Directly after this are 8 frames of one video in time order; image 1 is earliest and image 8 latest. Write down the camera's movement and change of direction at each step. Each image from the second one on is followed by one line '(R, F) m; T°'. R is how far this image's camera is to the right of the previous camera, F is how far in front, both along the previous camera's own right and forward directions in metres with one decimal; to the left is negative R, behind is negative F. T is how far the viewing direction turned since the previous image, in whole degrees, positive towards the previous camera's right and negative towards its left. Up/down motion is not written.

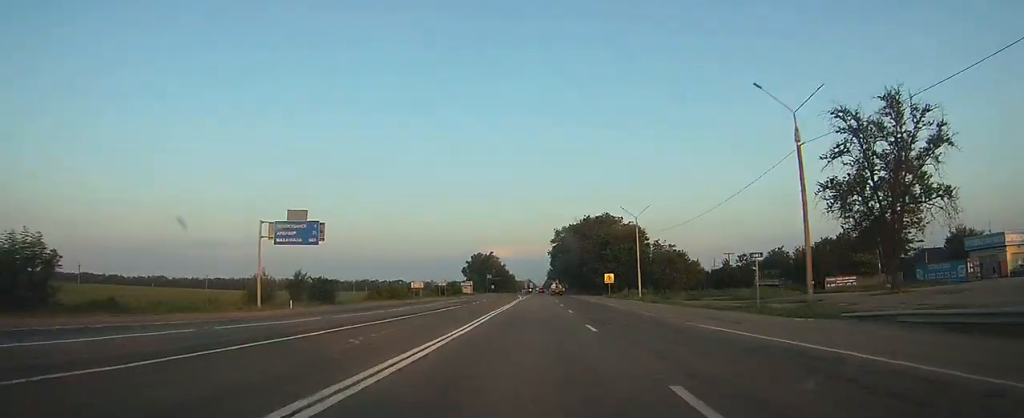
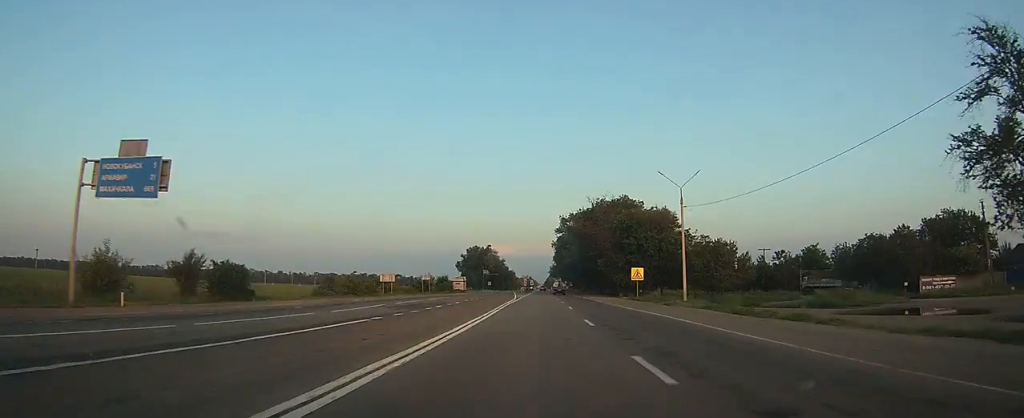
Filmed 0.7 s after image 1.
(-0.1, +22.1) m; 0°
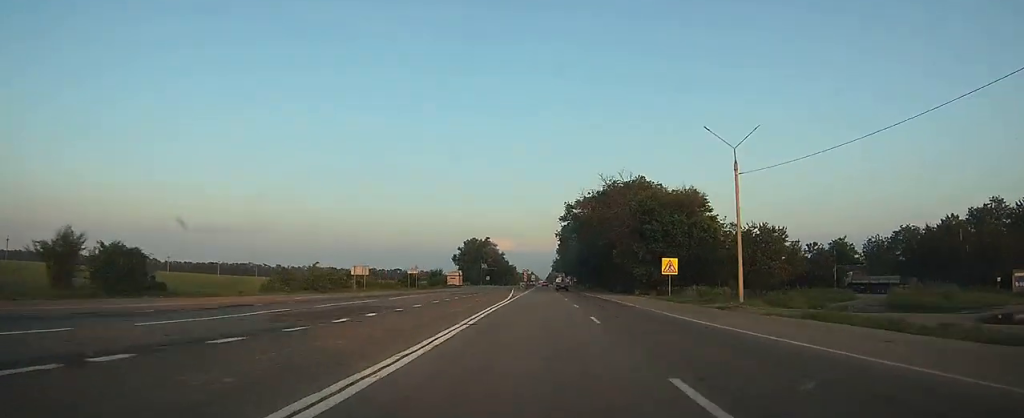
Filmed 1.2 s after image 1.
(0.0, +14.1) m; 0°
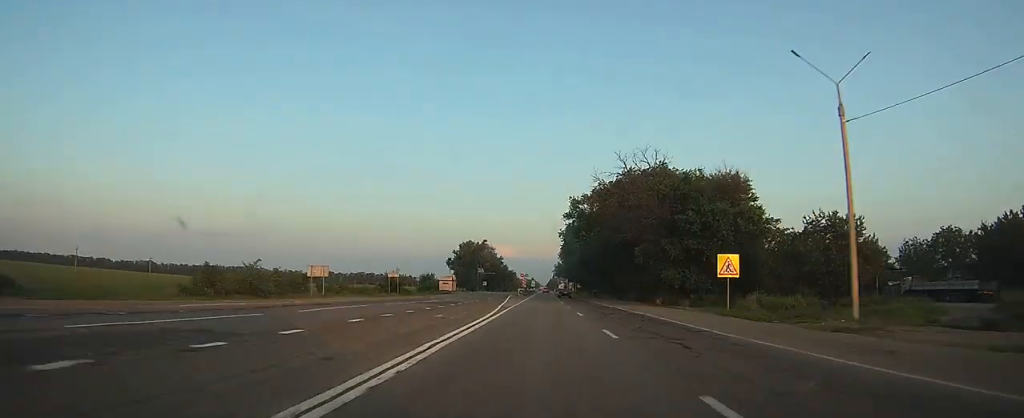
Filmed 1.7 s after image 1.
(0.0, +14.1) m; 0°
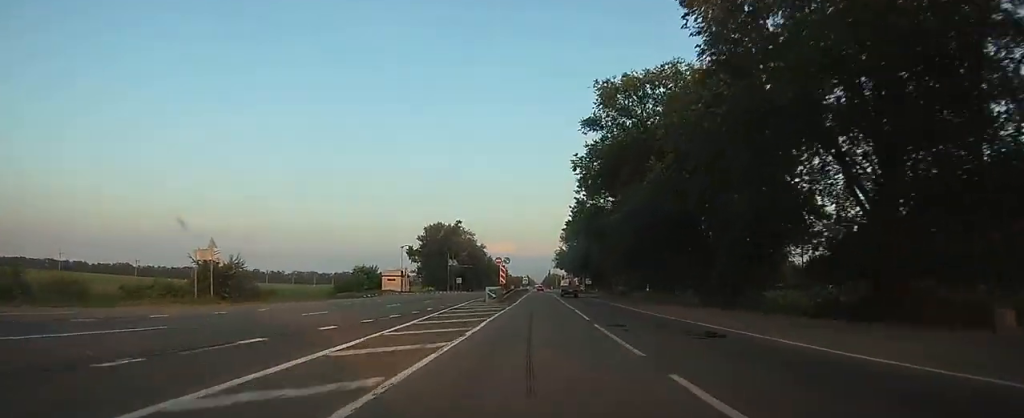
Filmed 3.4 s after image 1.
(-0.3, +52.4) m; -1°
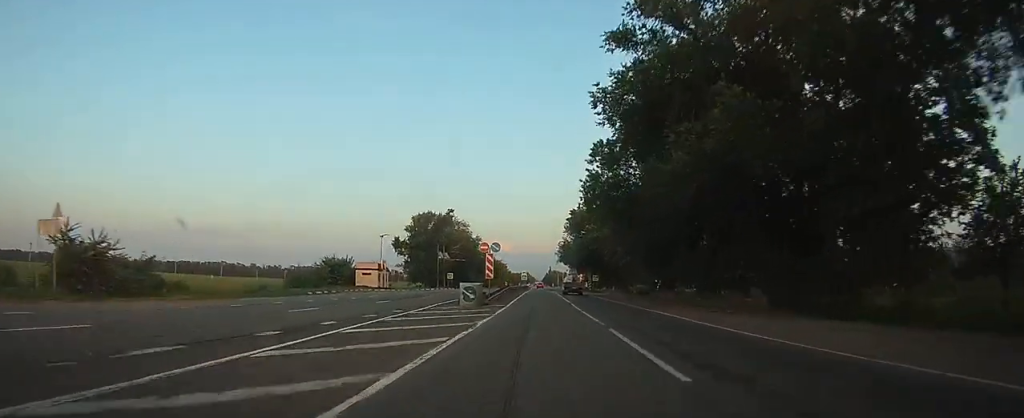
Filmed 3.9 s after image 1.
(0.0, +15.1) m; 0°
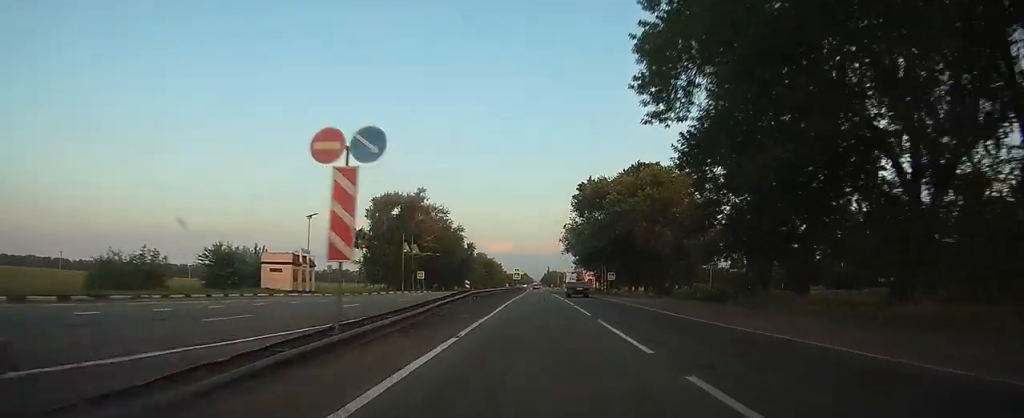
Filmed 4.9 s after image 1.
(+0.1, +30.3) m; 0°
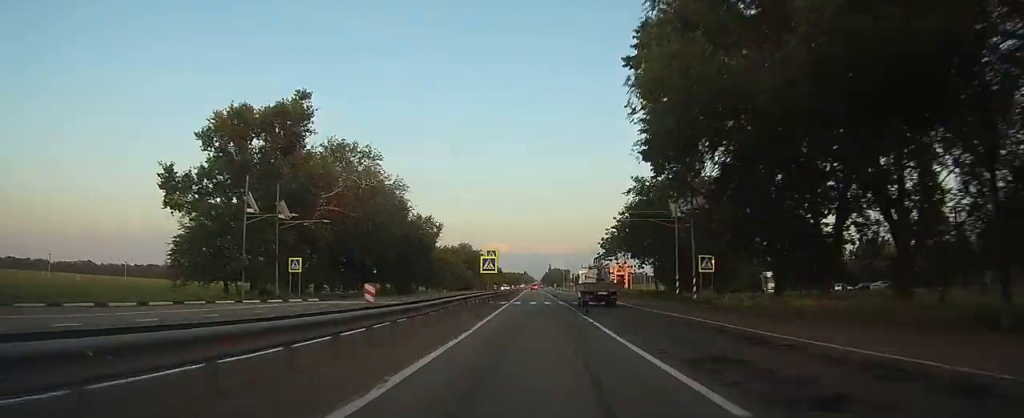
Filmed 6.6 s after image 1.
(-0.1, +52.4) m; 0°
